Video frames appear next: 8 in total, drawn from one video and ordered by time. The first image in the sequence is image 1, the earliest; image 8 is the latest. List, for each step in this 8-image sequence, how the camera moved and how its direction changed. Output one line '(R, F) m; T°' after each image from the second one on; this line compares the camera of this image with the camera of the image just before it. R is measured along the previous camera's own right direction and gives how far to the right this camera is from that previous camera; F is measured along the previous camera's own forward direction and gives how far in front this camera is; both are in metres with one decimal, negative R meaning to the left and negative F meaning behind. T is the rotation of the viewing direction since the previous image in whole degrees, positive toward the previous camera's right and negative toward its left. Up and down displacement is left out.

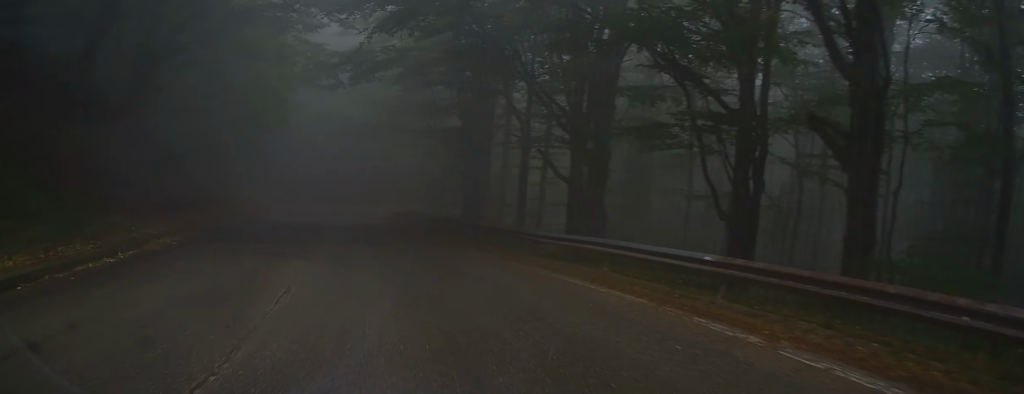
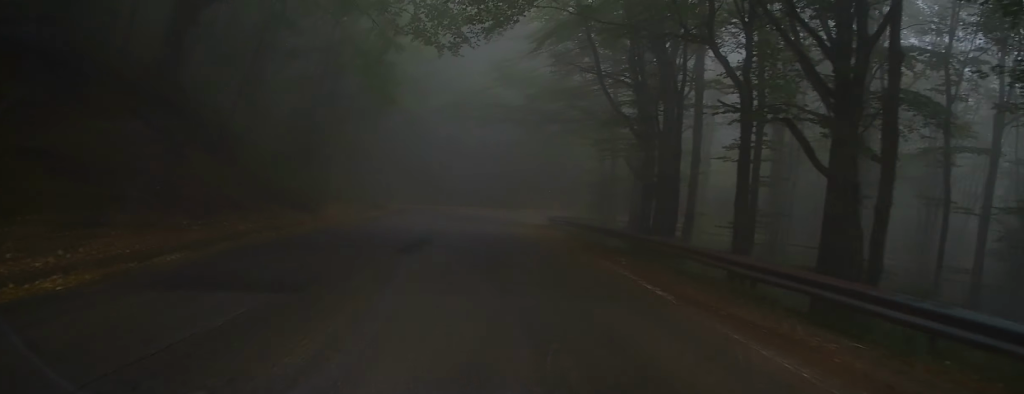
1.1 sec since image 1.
(-0.9, +10.4) m; -6°
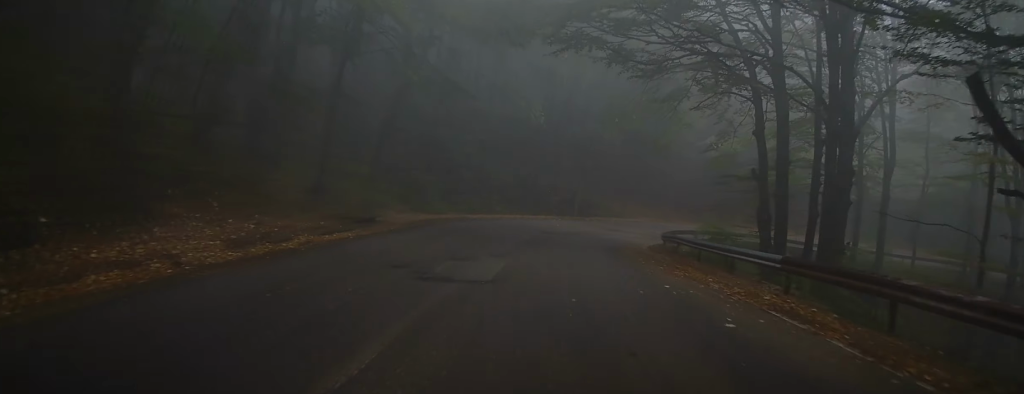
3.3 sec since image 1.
(-1.5, +20.9) m; -8°
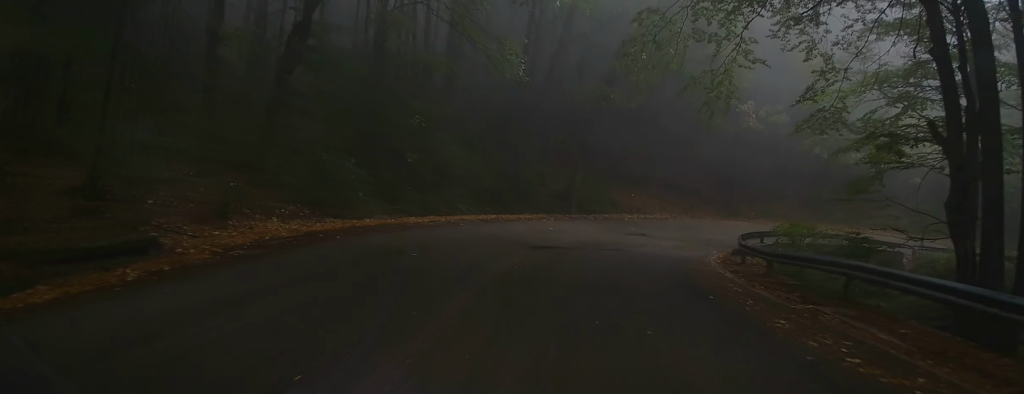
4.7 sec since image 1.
(-0.1, +13.0) m; +2°
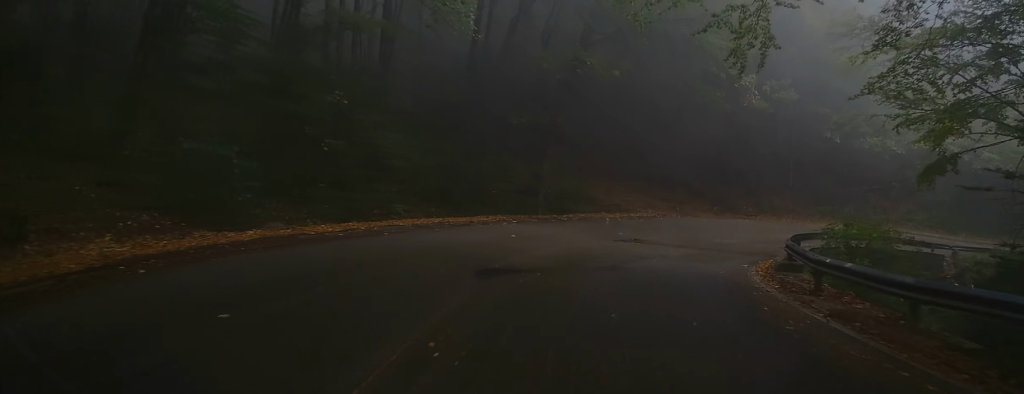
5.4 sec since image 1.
(+0.1, +6.4) m; +4°
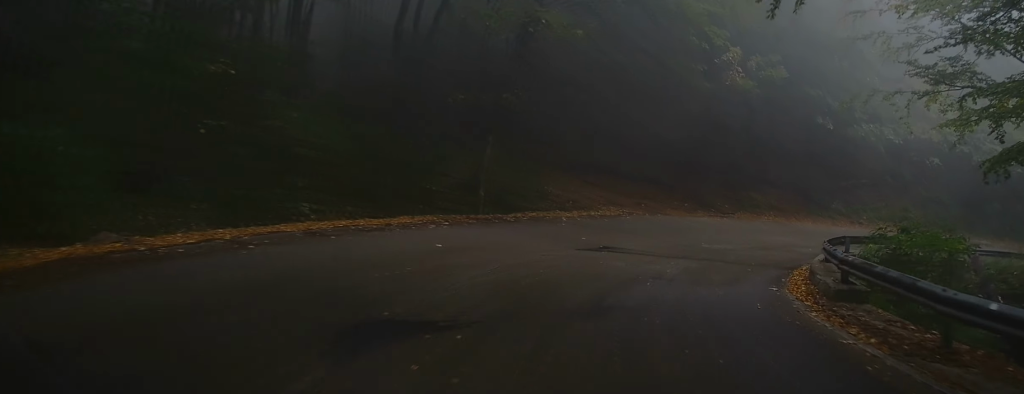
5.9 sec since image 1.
(-0.1, +4.7) m; +4°
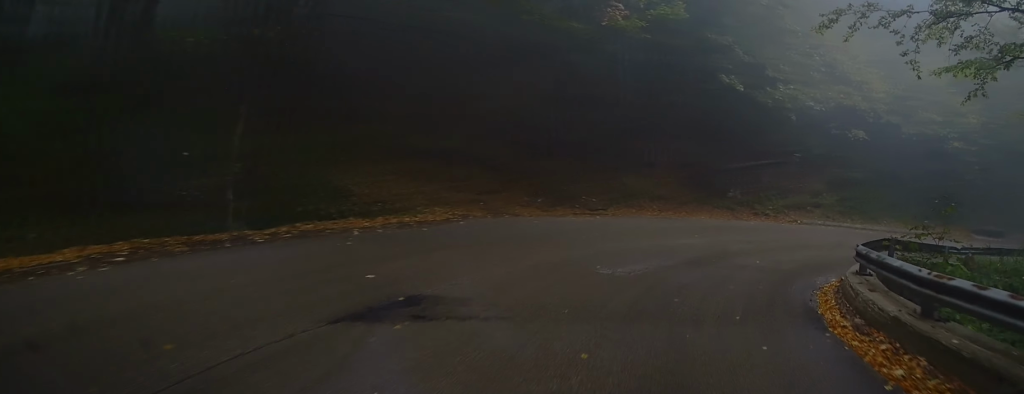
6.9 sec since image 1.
(+0.7, +7.6) m; +11°
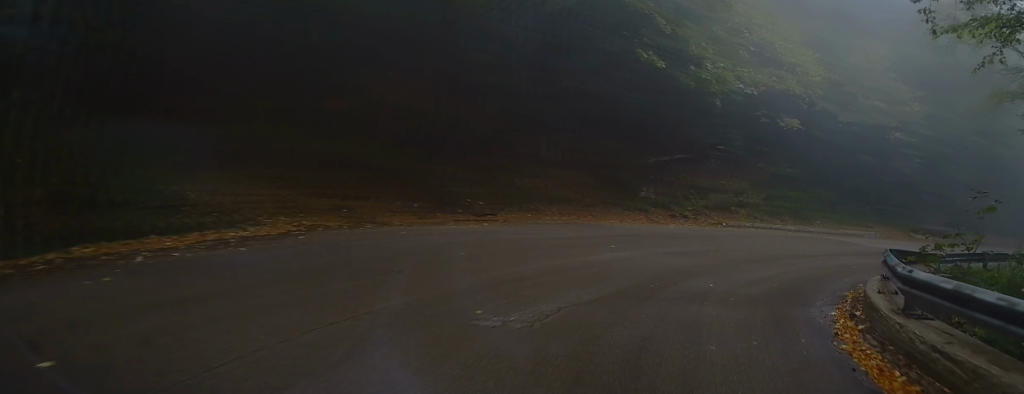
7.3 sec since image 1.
(+0.4, +3.3) m; +10°
